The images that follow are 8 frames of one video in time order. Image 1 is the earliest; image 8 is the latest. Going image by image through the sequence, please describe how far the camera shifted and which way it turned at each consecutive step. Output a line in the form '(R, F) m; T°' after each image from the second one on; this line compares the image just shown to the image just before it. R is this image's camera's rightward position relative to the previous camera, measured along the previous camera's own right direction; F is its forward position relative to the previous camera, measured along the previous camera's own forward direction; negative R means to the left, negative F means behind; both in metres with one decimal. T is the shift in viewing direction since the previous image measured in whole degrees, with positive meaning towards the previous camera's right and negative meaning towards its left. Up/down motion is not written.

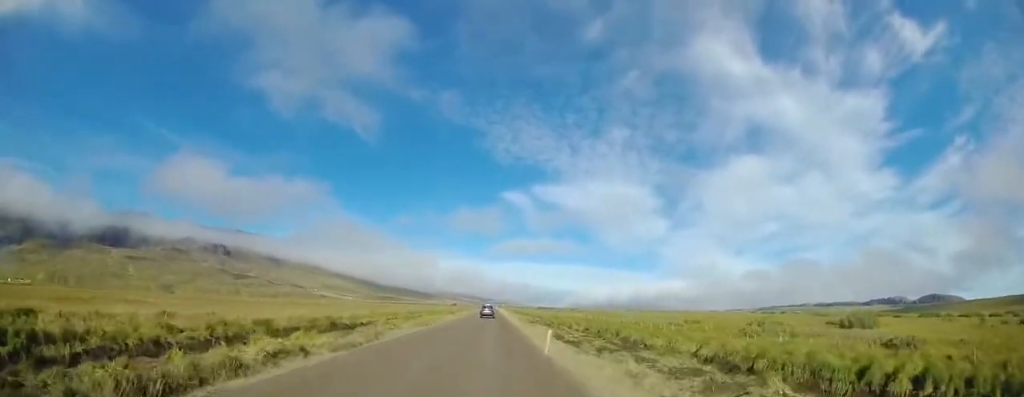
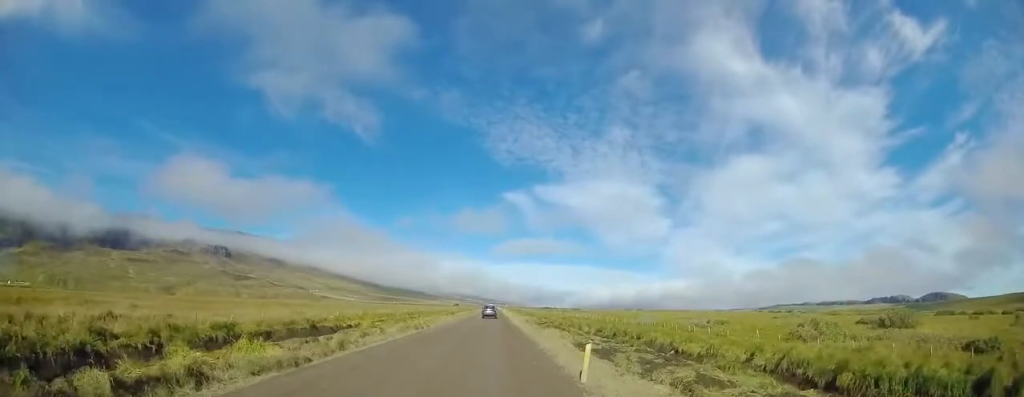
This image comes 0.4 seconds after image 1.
(0.0, +5.4) m; +1°
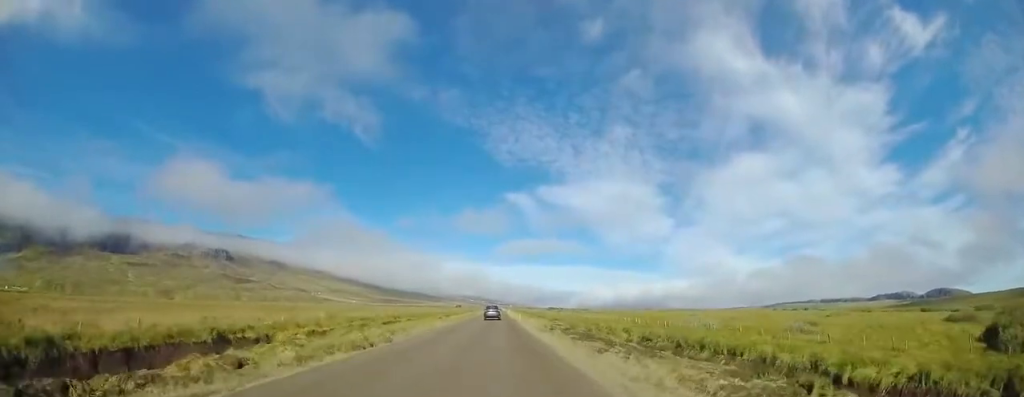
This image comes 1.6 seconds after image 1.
(+0.2, +13.9) m; +2°
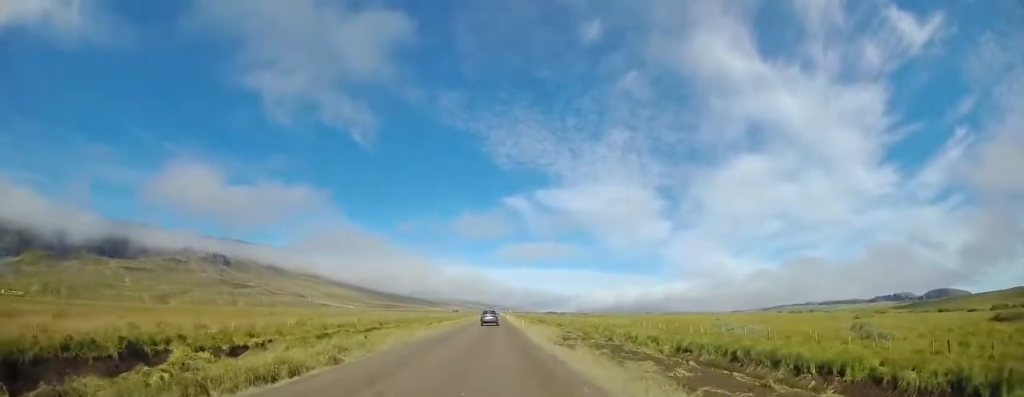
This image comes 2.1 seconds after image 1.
(+0.2, +7.0) m; 0°
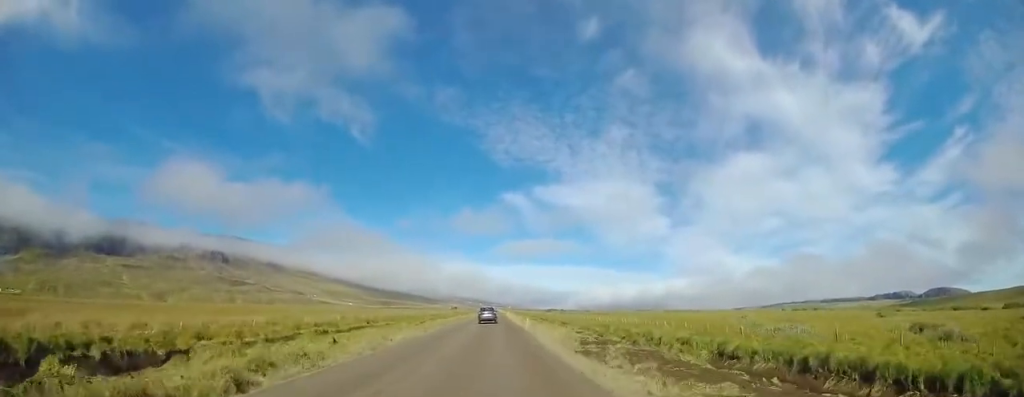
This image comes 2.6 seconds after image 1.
(-0.1, +5.6) m; -1°
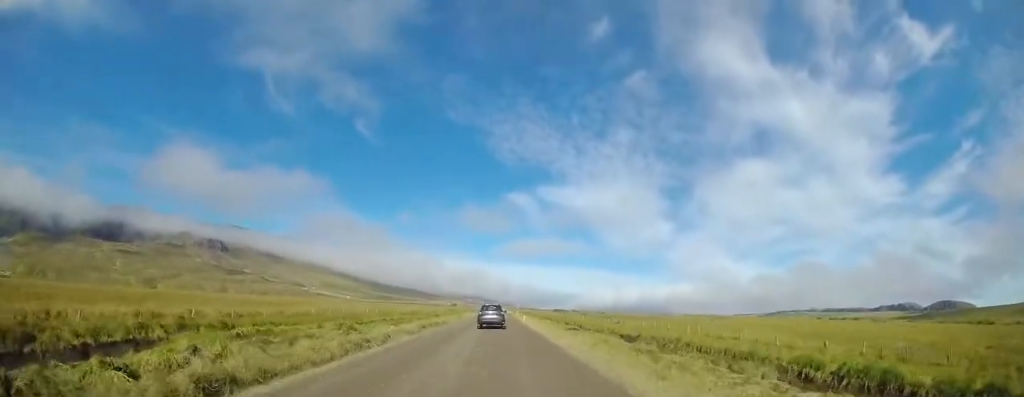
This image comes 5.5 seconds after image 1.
(-2.0, +35.7) m; -2°
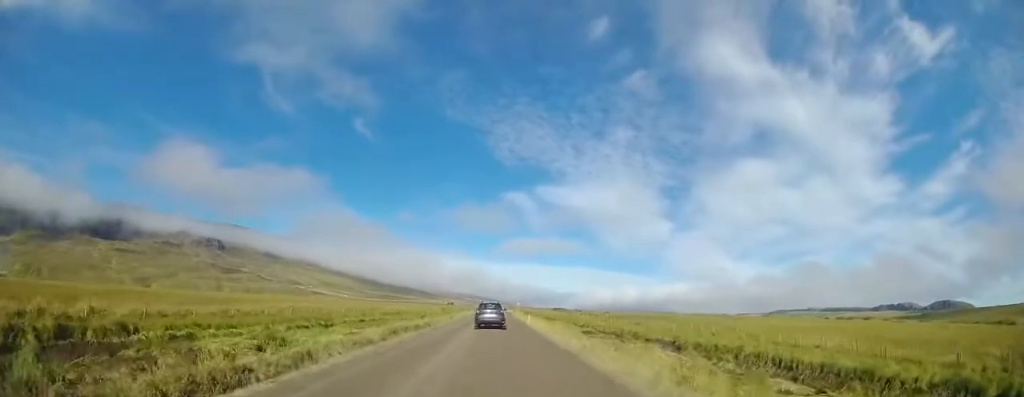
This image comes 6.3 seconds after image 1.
(+0.3, +8.6) m; +2°
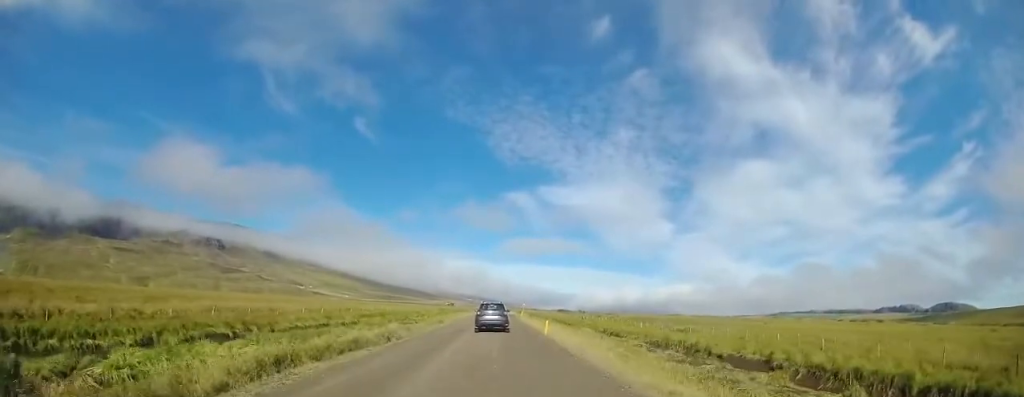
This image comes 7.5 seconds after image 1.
(0.0, +11.5) m; 0°
